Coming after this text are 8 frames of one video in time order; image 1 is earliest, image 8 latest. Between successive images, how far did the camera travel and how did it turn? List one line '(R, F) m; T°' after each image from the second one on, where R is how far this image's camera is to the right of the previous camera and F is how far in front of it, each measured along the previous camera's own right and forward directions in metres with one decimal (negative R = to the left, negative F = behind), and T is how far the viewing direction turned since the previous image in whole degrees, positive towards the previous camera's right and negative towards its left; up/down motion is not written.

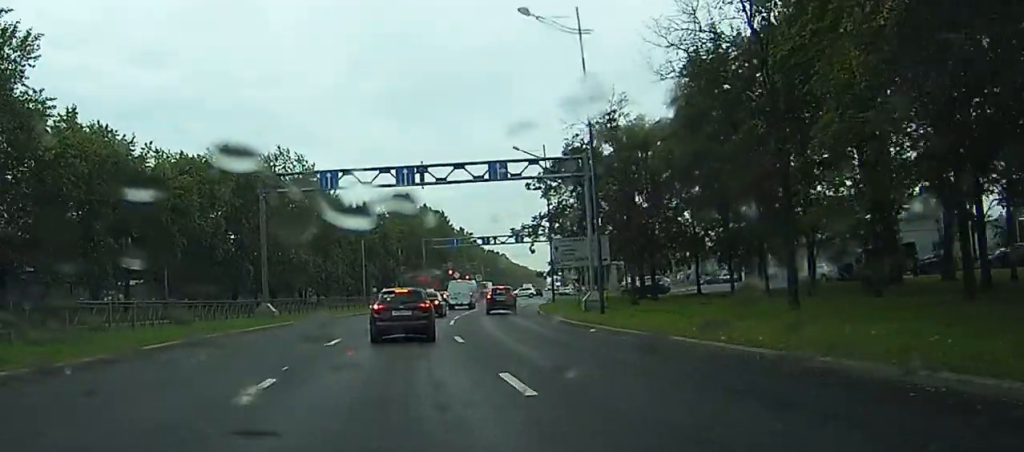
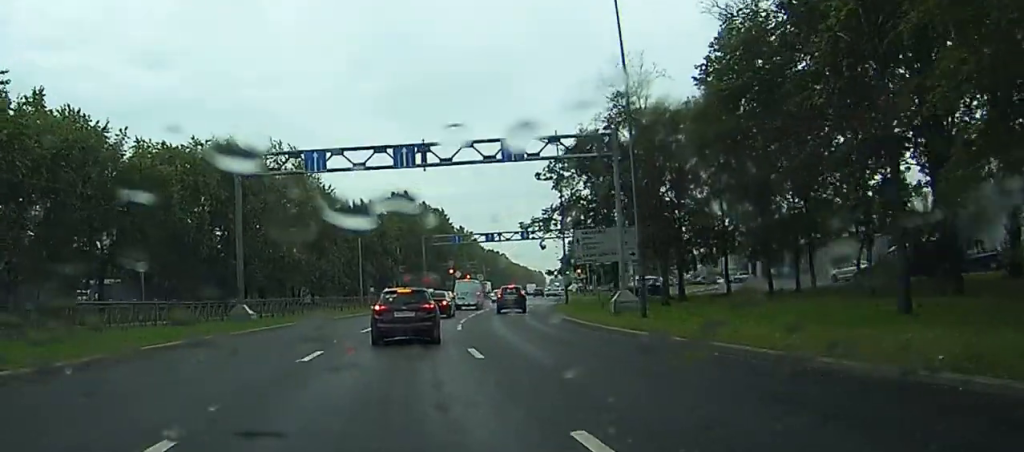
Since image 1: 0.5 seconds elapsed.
(-0.1, +6.9) m; -1°
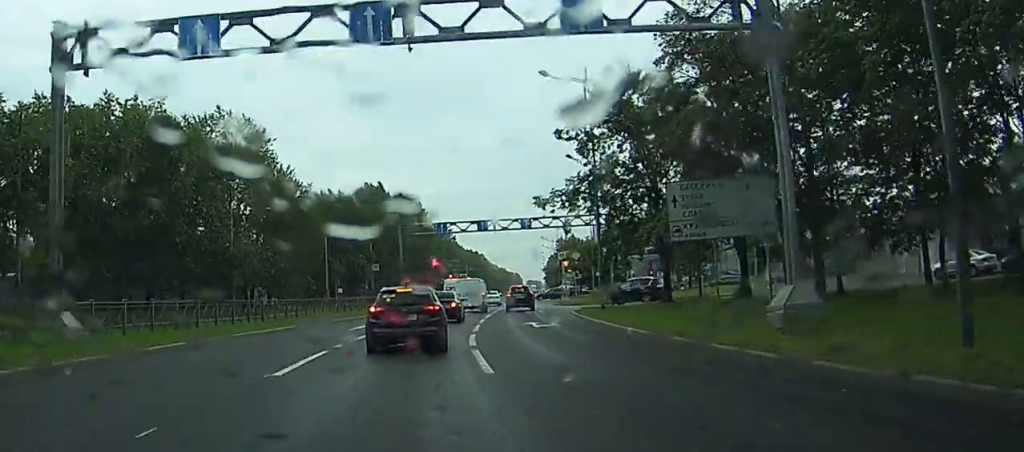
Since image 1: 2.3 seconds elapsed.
(-0.1, +20.1) m; 0°
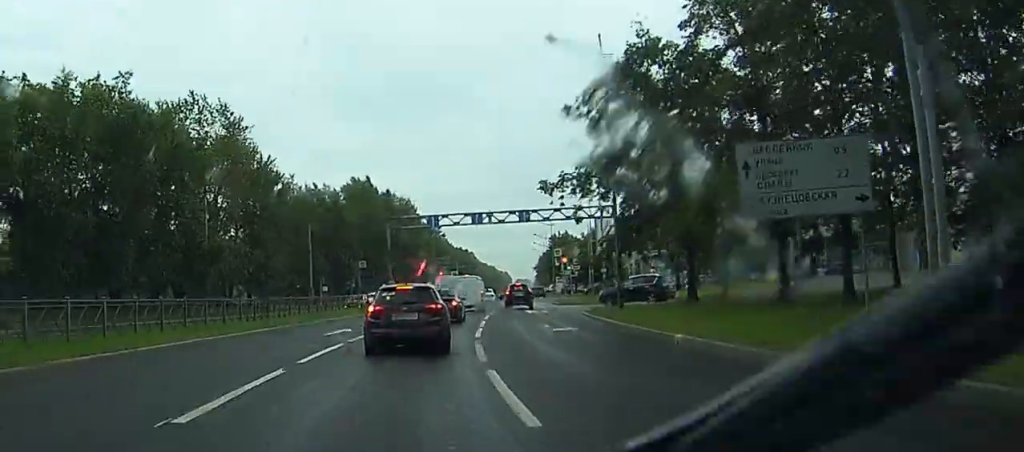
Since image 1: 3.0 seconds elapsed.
(0.0, +6.7) m; +1°
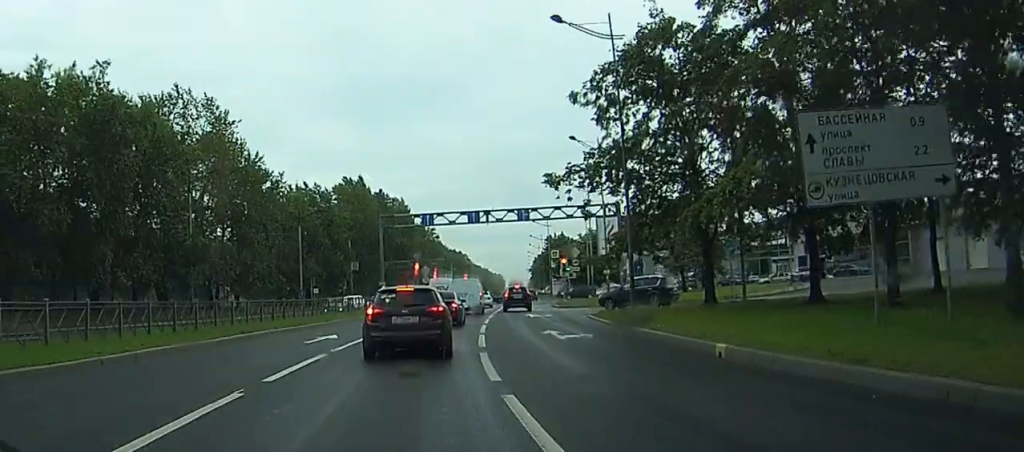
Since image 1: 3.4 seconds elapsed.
(0.0, +3.6) m; +1°
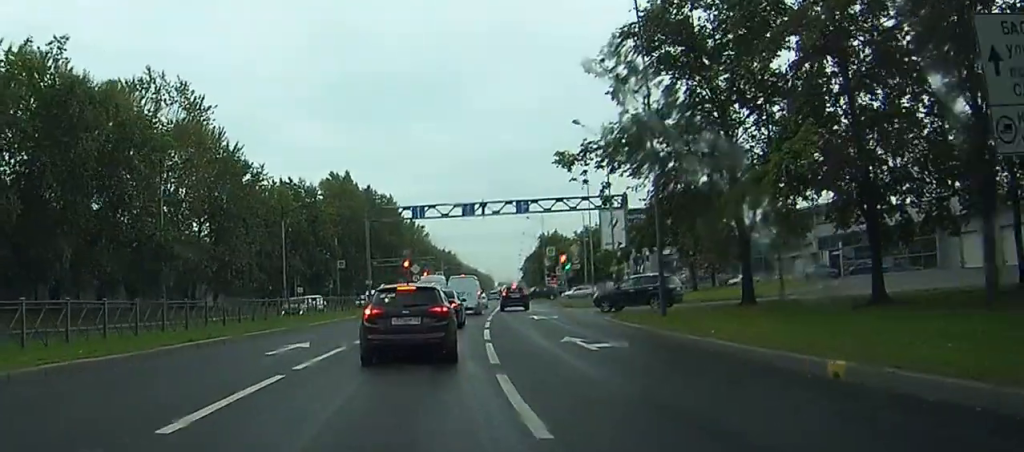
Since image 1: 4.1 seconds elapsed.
(0.0, +6.2) m; +1°
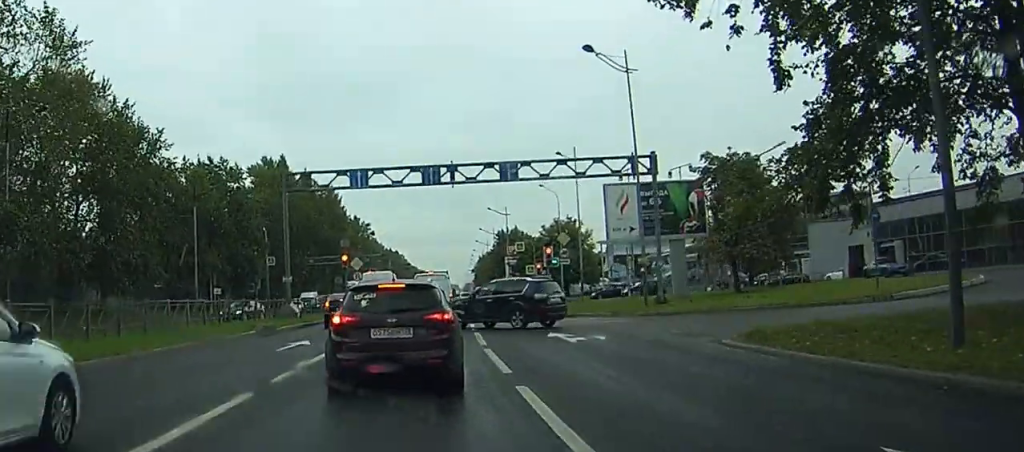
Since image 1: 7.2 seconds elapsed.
(+0.9, +22.5) m; +3°
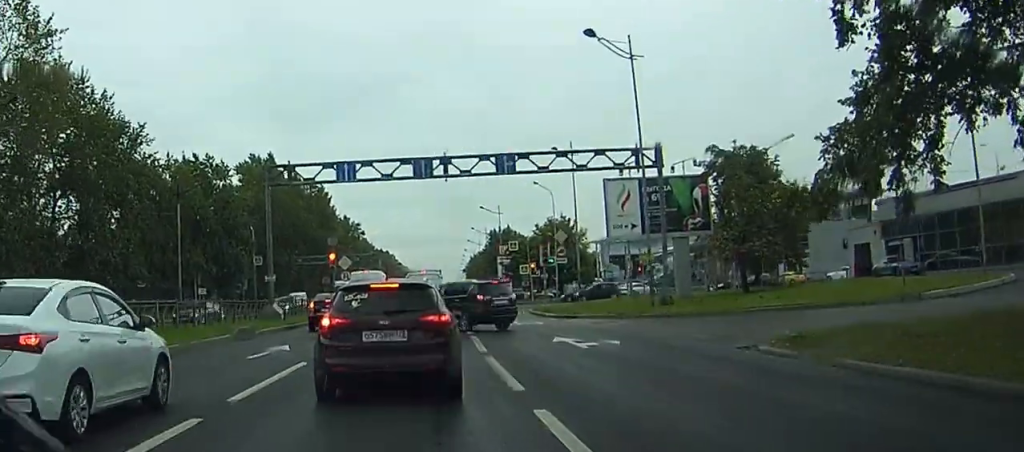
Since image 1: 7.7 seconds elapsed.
(0.0, +3.4) m; -1°
